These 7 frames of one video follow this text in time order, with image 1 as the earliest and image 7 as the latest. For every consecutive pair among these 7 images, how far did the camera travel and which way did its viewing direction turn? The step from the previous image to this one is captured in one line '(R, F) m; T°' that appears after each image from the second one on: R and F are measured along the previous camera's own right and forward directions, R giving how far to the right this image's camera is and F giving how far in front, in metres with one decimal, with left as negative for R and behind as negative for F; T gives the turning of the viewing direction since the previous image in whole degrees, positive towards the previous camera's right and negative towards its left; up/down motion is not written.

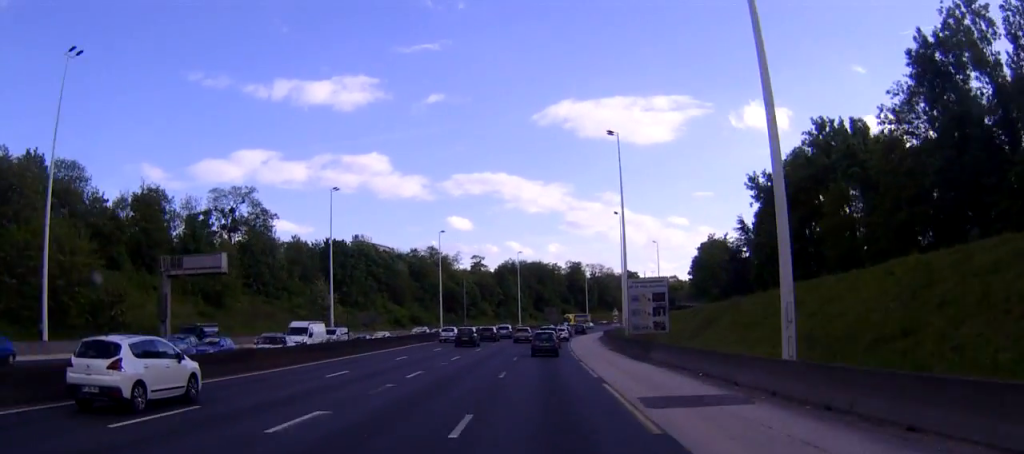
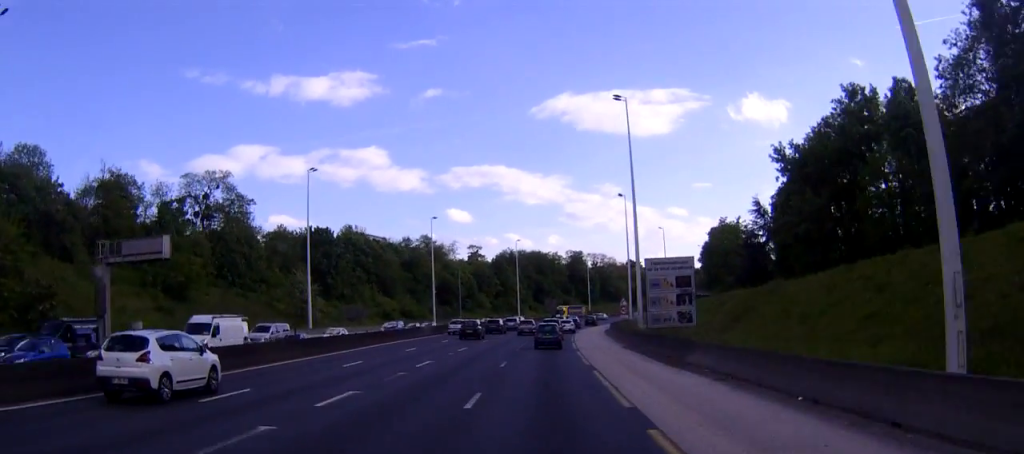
(+0.1, +10.0) m; 0°
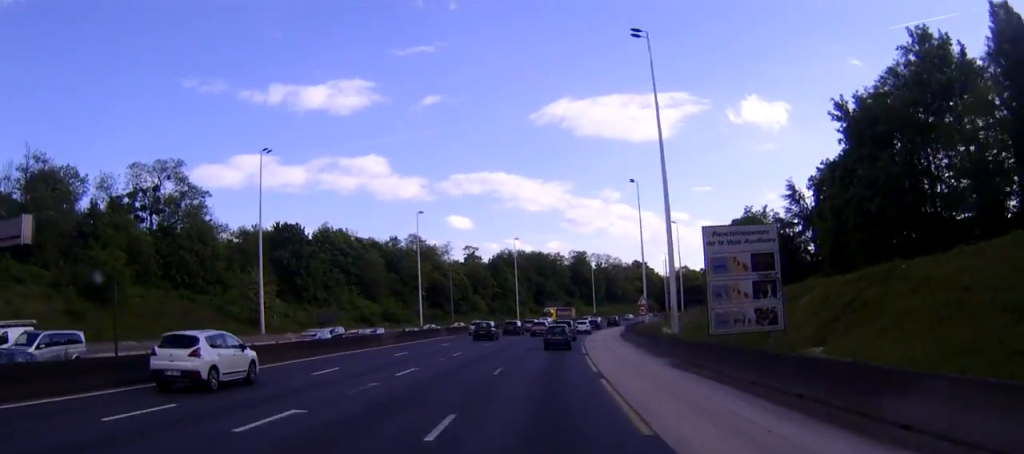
(-0.1, +16.7) m; 0°
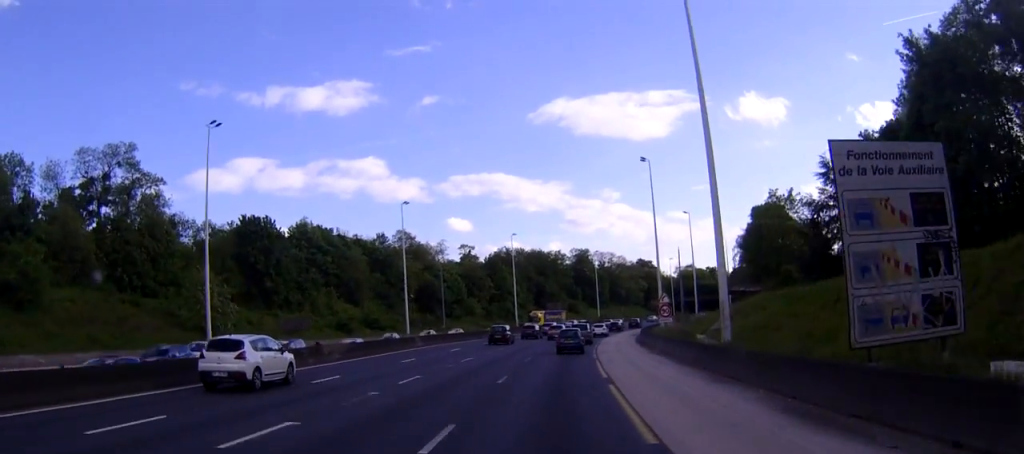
(0.0, +13.4) m; 0°
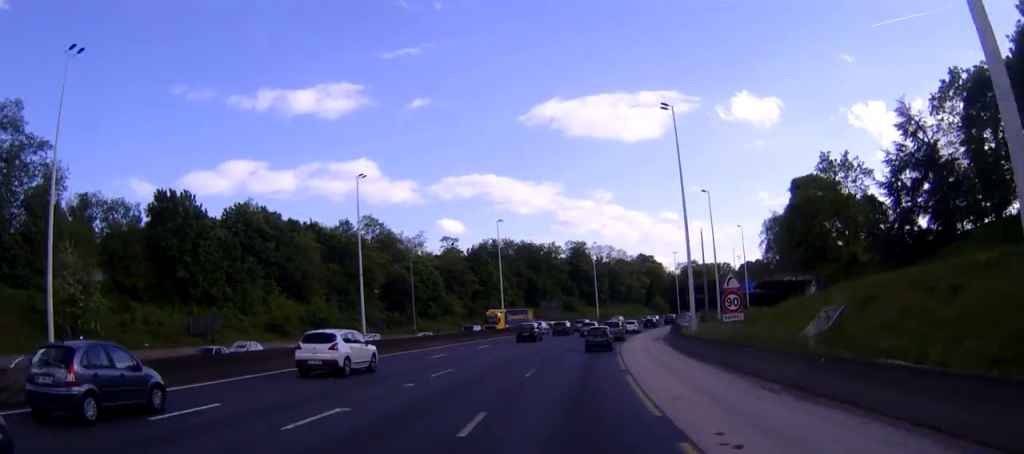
(+0.2, +23.5) m; +1°
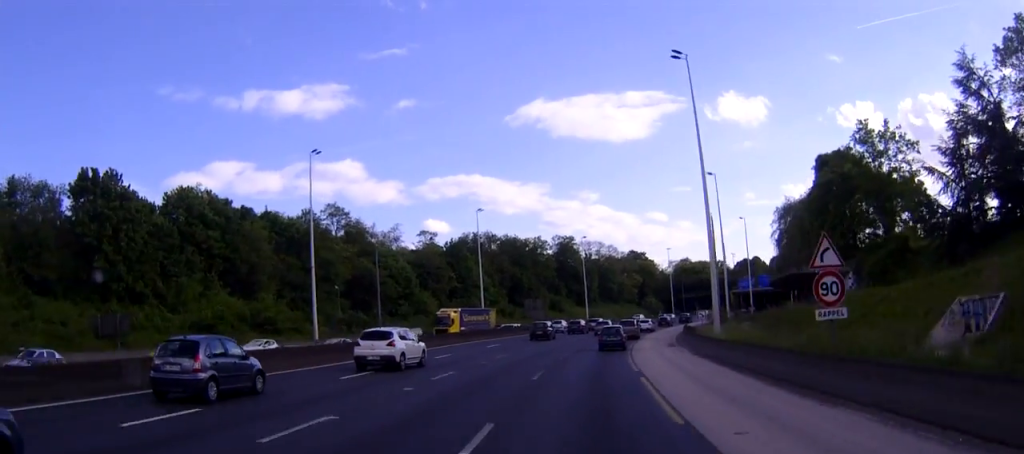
(+0.1, +14.1) m; +1°
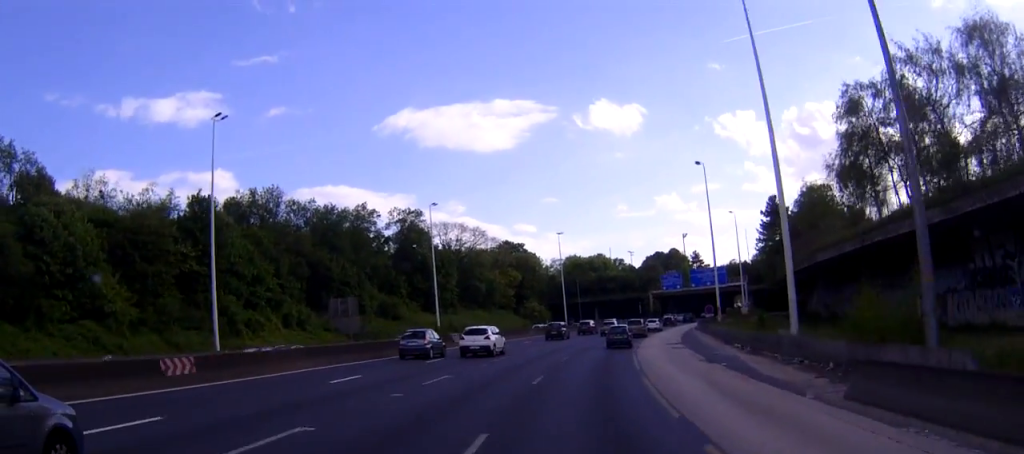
(+5.3, +64.5) m; +10°
